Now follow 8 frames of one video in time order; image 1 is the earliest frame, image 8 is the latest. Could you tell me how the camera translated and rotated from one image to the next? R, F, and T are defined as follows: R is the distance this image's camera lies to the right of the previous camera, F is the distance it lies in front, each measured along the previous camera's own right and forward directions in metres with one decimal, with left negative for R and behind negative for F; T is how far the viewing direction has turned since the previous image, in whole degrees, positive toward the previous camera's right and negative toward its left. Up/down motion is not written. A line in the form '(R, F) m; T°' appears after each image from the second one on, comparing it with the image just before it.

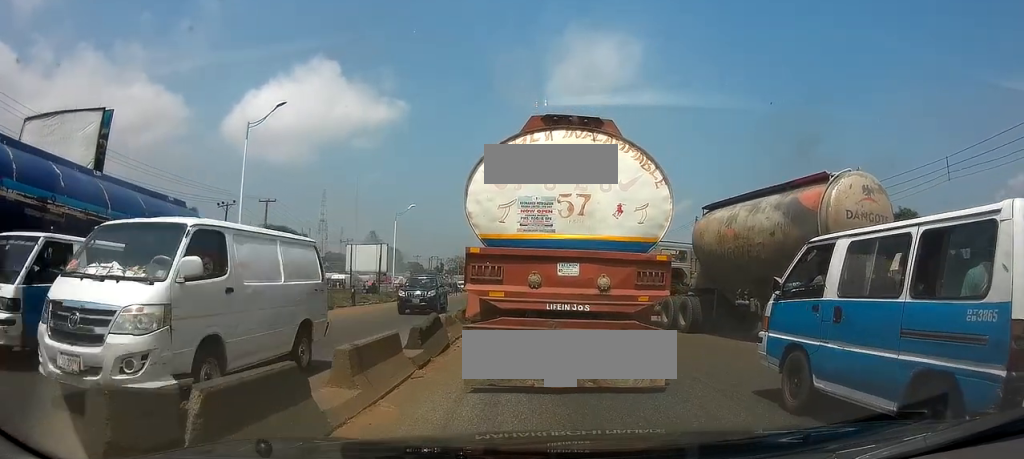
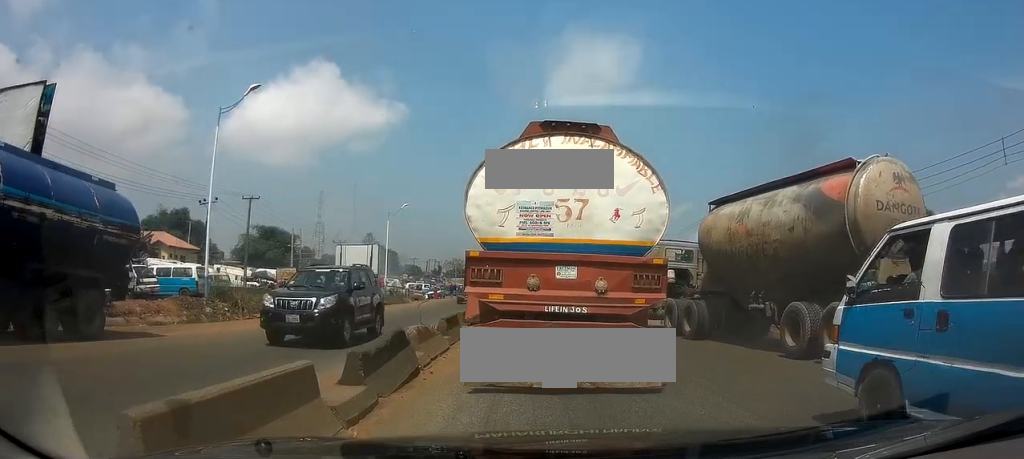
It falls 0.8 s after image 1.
(0.0, +3.3) m; +1°
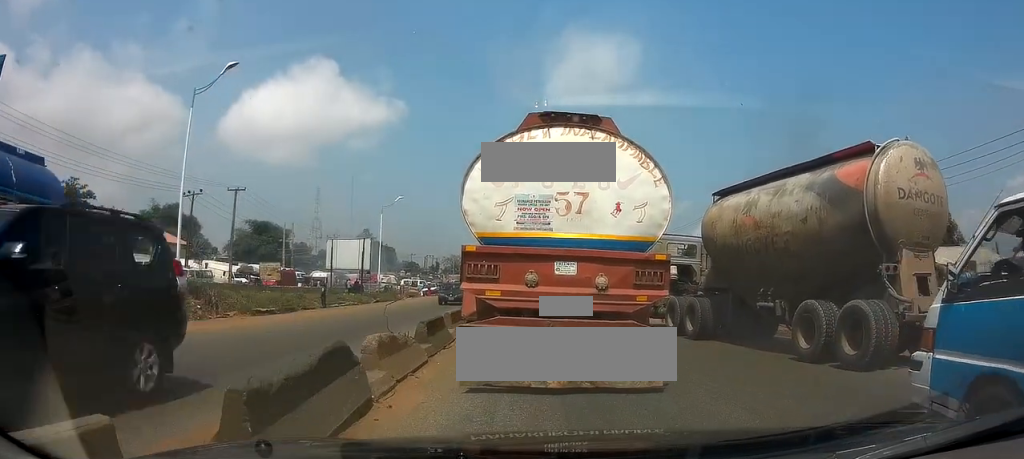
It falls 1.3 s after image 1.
(0.0, +2.4) m; 0°
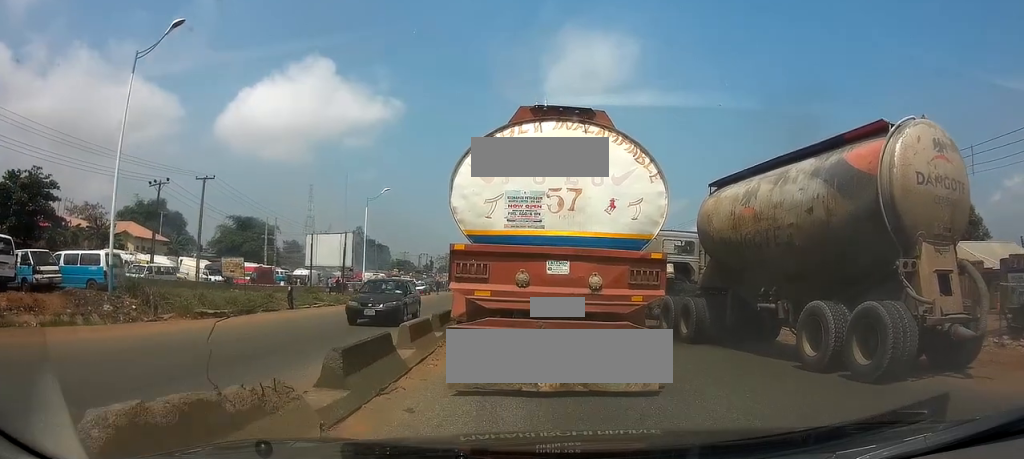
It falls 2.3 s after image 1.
(0.0, +4.7) m; 0°
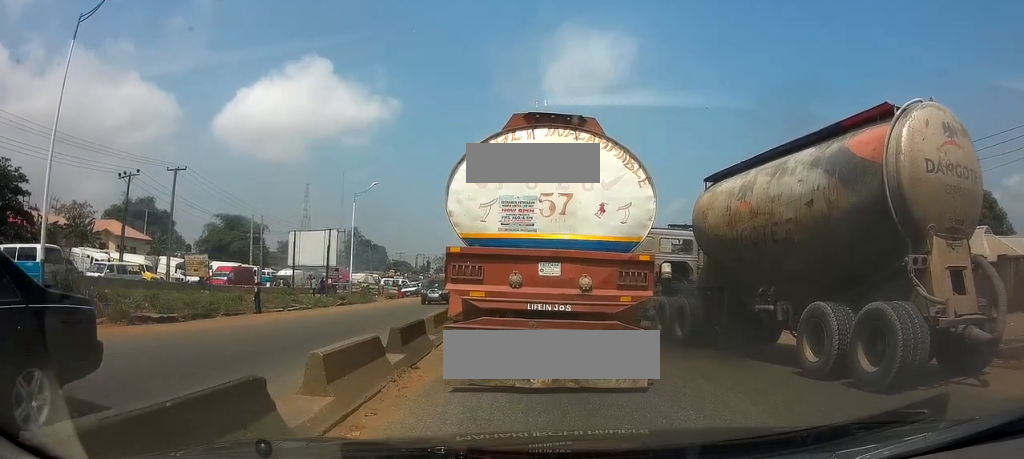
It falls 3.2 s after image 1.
(0.0, +4.3) m; 0°
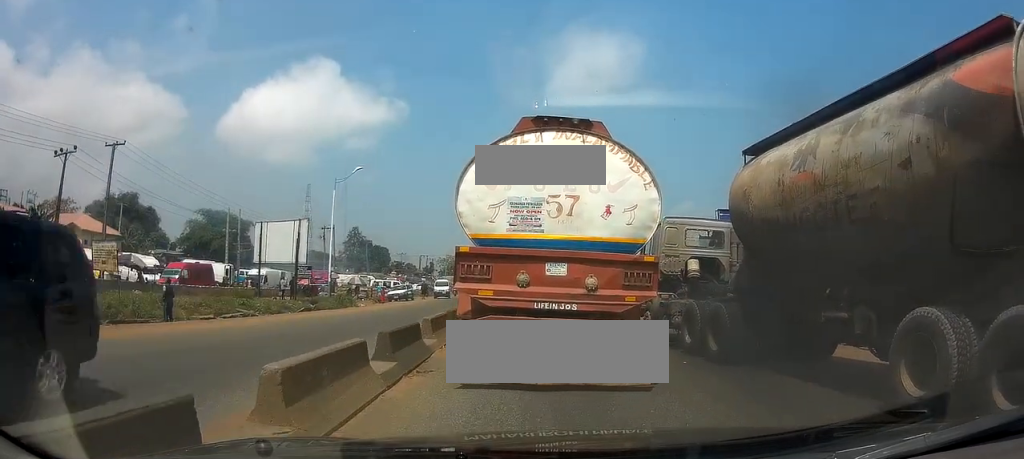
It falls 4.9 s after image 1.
(0.0, +8.1) m; 0°
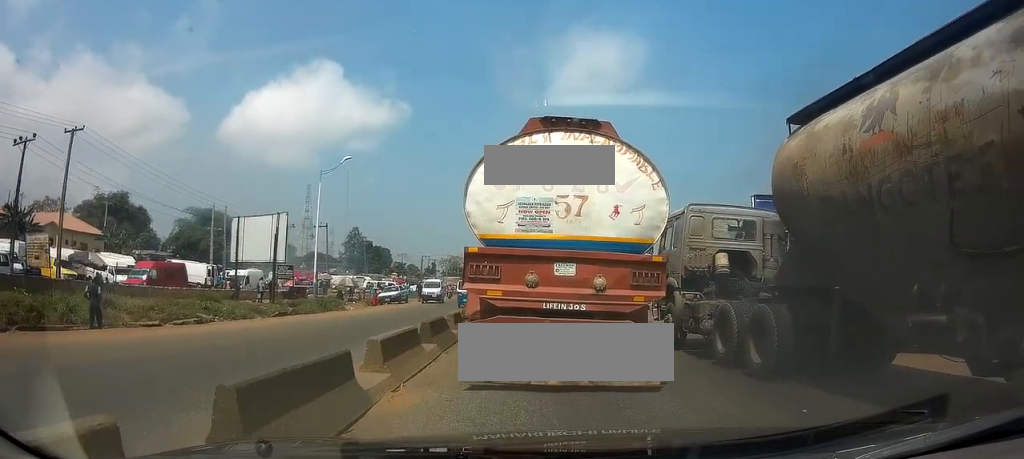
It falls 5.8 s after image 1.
(0.0, +4.3) m; 0°
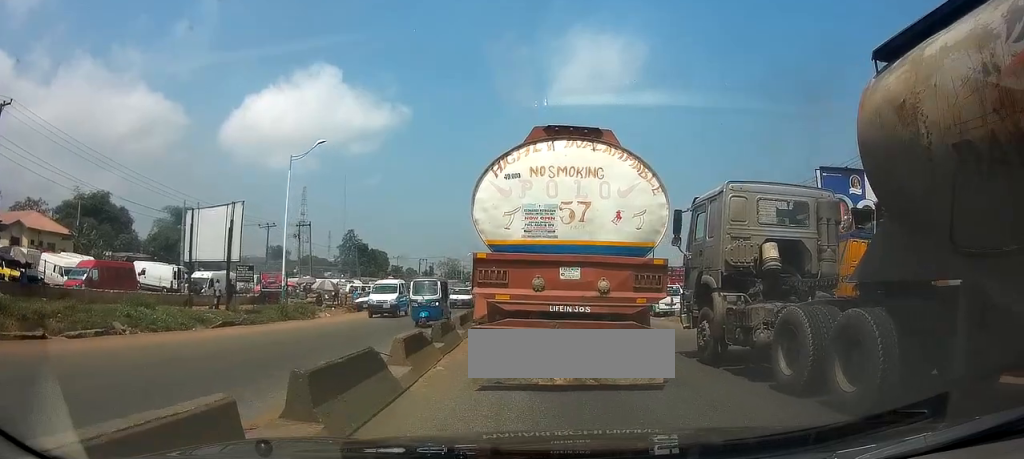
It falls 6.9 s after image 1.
(0.0, +6.3) m; 0°
